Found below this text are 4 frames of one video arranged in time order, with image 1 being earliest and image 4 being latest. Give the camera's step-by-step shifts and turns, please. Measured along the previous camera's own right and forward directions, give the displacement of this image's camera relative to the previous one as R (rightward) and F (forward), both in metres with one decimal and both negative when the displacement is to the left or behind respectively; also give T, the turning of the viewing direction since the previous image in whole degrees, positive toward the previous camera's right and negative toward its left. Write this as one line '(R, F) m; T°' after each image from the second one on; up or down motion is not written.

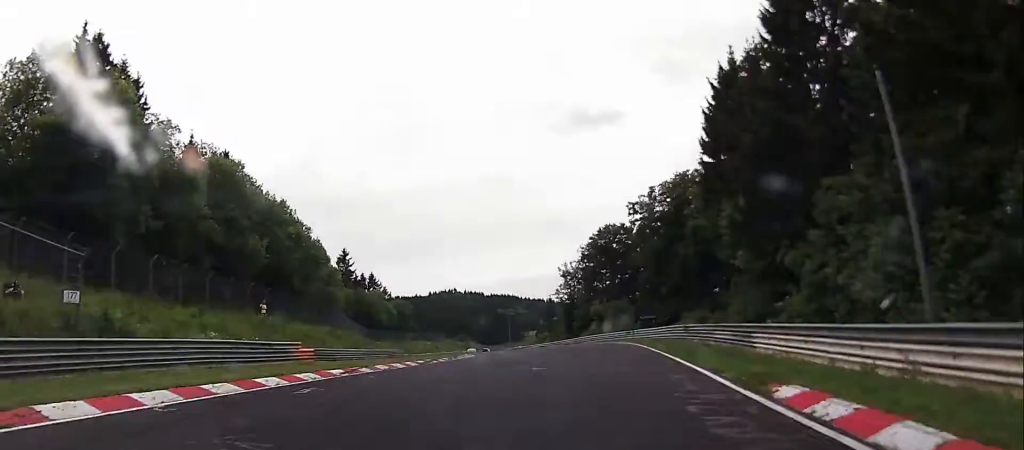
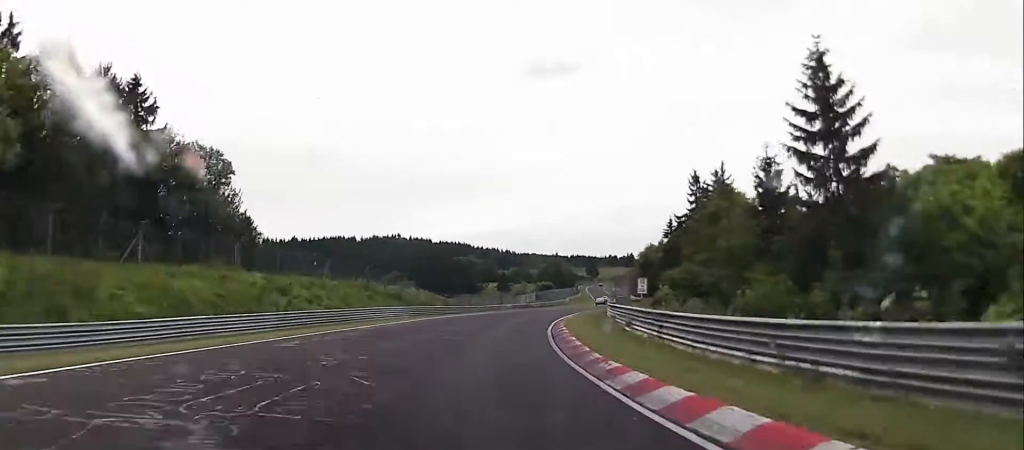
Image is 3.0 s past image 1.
(0.0, +124.8) m; +5°
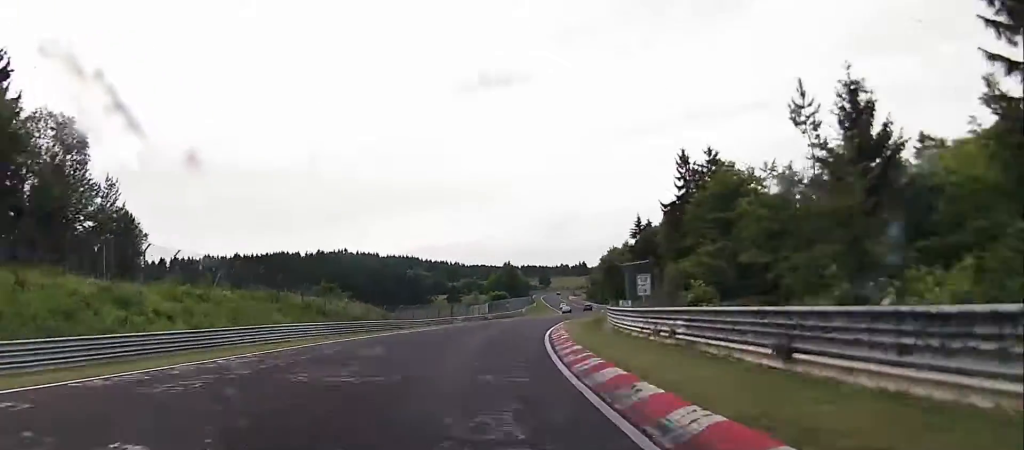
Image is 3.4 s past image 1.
(+0.7, +17.5) m; +4°
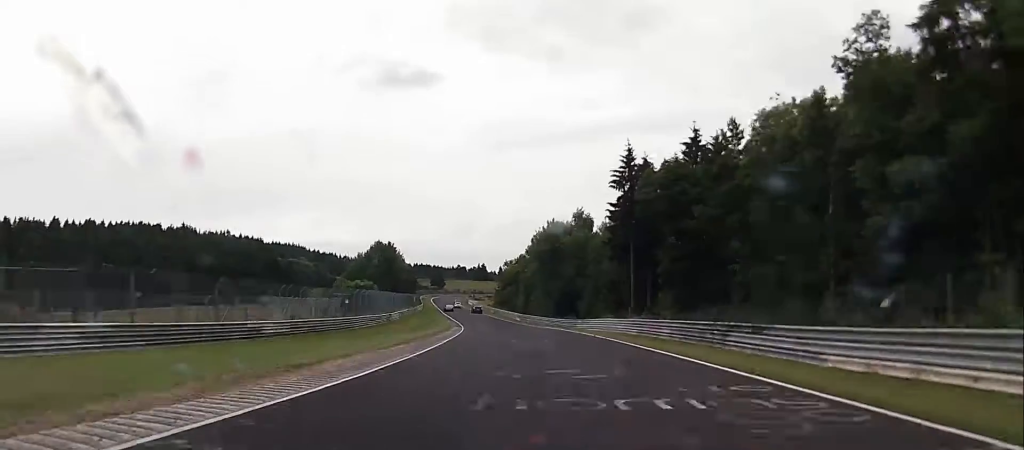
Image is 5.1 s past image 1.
(+8.4, +66.9) m; +11°
